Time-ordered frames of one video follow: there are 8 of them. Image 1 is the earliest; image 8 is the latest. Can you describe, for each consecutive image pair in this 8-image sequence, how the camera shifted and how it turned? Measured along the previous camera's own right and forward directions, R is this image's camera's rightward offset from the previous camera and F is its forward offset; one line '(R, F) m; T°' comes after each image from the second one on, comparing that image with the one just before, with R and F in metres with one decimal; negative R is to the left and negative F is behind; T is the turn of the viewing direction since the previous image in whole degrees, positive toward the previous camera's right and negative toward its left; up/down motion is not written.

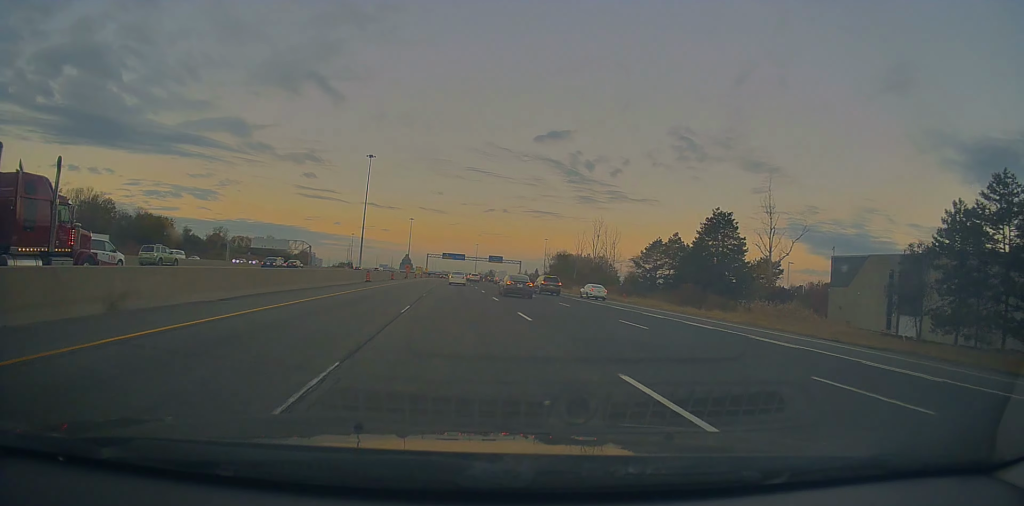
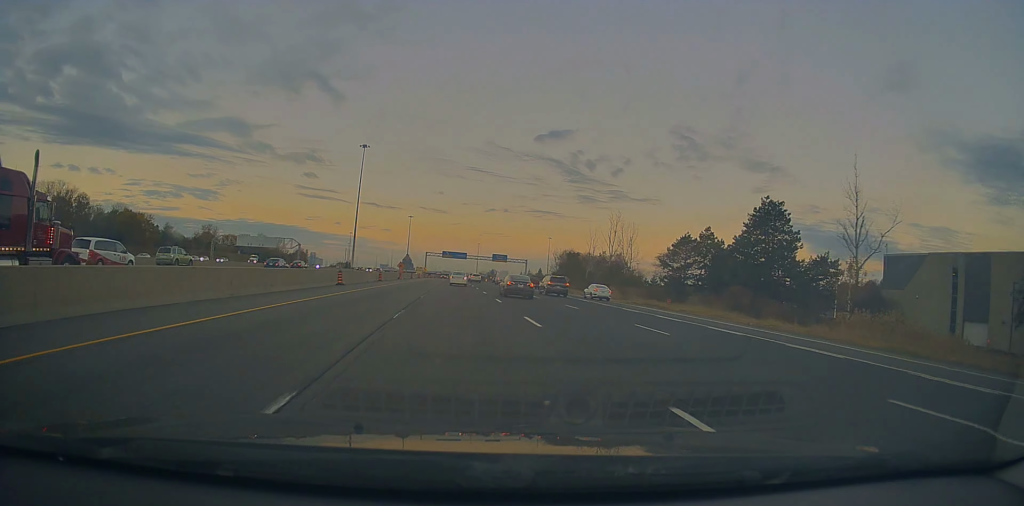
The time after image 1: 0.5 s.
(0.0, +14.0) m; 0°
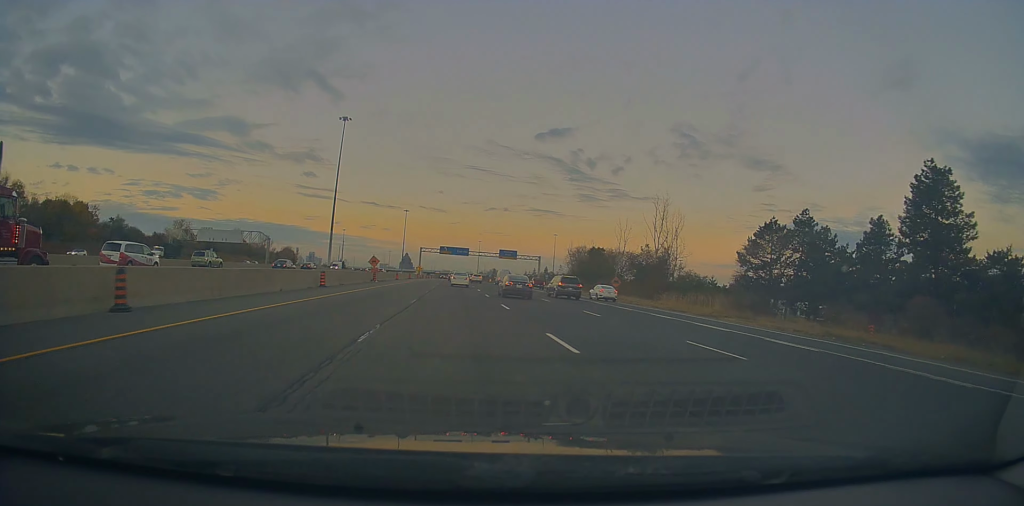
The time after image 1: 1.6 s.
(-0.2, +29.0) m; 0°
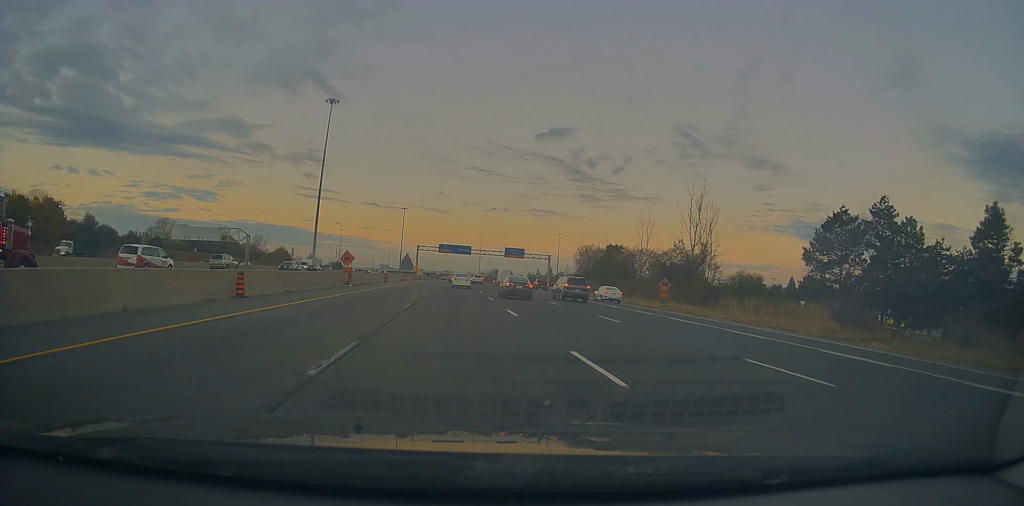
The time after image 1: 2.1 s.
(0.0, +15.0) m; 0°
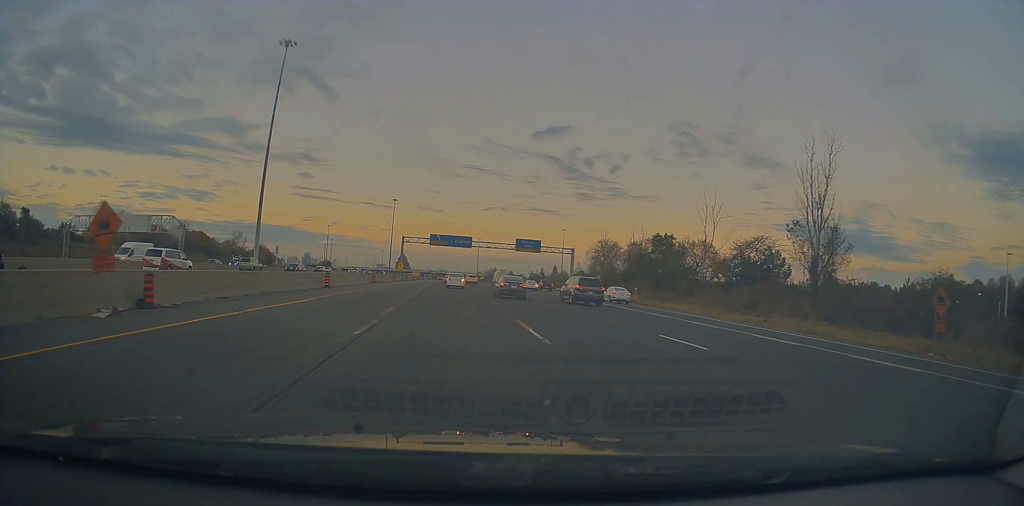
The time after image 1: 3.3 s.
(+0.1, +31.5) m; 0°
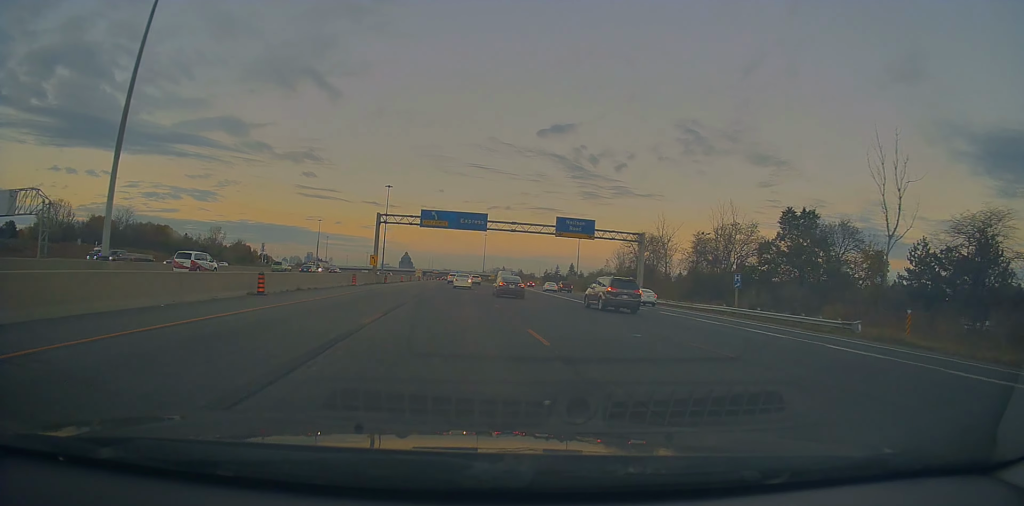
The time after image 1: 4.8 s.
(+0.2, +38.8) m; 0°
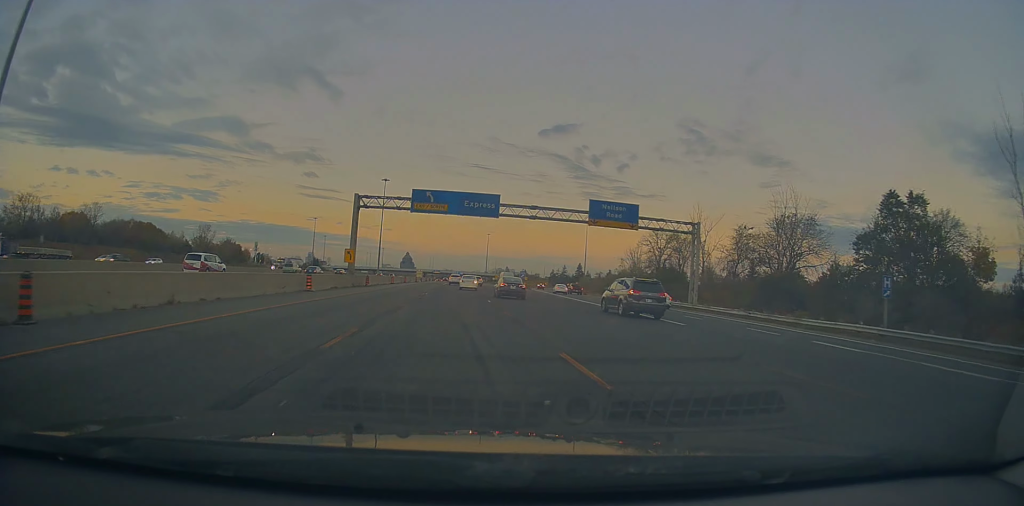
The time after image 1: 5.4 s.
(-0.2, +16.2) m; 0°
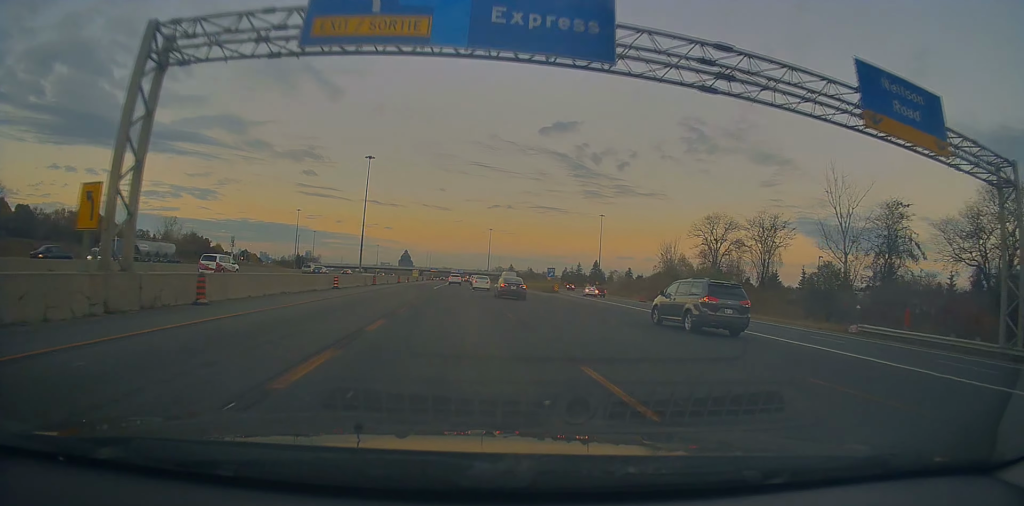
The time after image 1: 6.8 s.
(-0.3, +37.4) m; -1°
